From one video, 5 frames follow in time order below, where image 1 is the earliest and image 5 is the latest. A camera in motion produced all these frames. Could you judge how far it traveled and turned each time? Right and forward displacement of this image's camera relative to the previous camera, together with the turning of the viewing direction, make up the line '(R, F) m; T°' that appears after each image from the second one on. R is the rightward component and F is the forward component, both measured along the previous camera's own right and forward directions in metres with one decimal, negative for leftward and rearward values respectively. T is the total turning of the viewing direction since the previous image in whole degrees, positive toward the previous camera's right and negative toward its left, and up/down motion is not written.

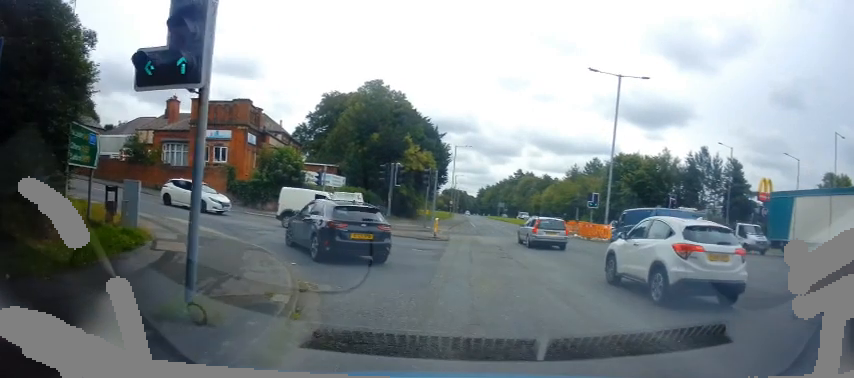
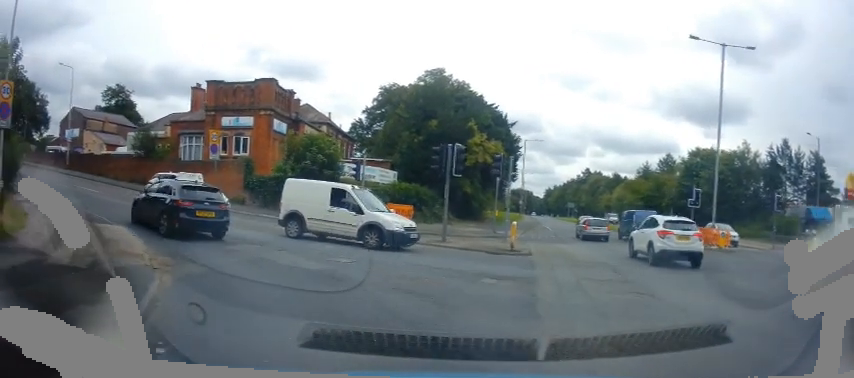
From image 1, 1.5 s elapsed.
(-0.5, +7.0) m; -11°
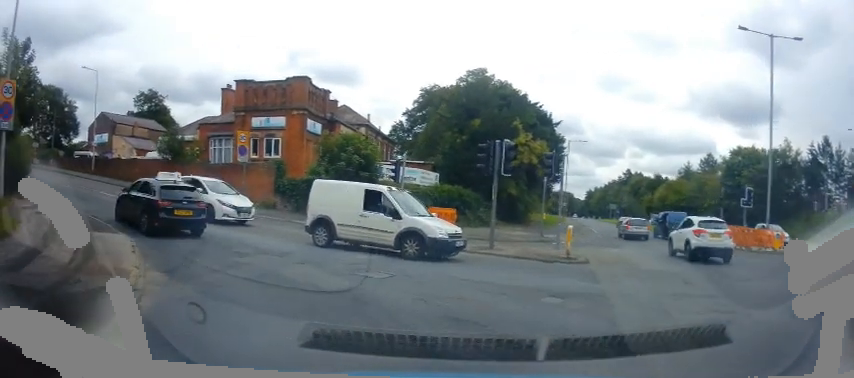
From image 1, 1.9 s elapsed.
(0.0, +1.7) m; -6°
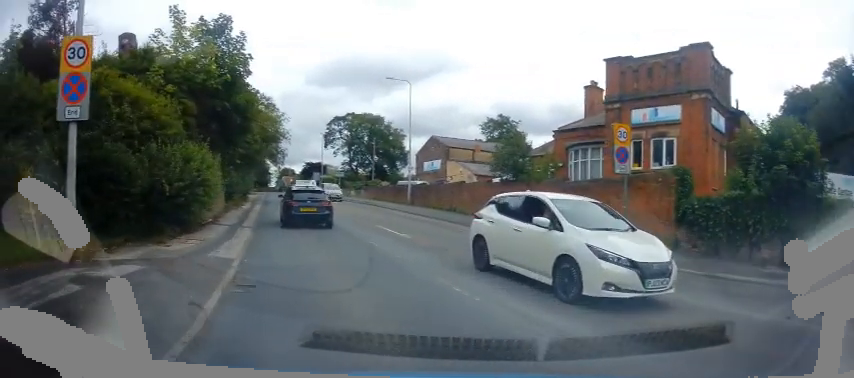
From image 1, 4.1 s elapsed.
(-4.5, +8.8) m; -44°
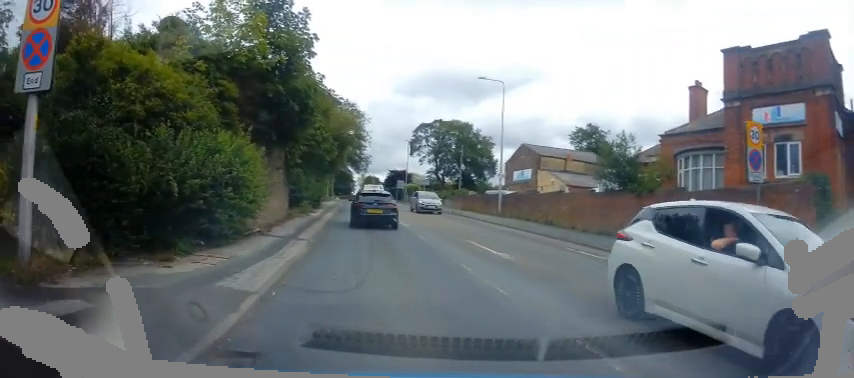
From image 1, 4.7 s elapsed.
(0.0, +3.2) m; -5°
